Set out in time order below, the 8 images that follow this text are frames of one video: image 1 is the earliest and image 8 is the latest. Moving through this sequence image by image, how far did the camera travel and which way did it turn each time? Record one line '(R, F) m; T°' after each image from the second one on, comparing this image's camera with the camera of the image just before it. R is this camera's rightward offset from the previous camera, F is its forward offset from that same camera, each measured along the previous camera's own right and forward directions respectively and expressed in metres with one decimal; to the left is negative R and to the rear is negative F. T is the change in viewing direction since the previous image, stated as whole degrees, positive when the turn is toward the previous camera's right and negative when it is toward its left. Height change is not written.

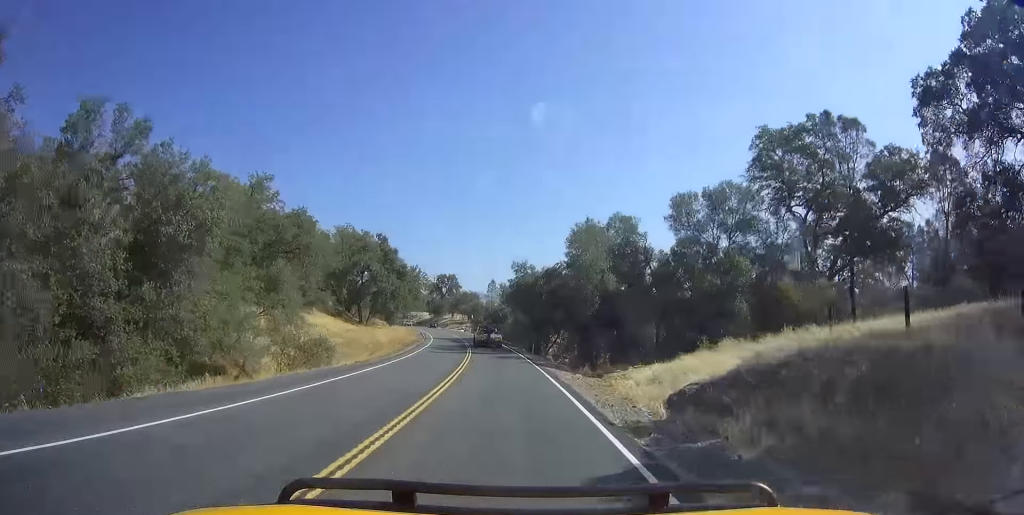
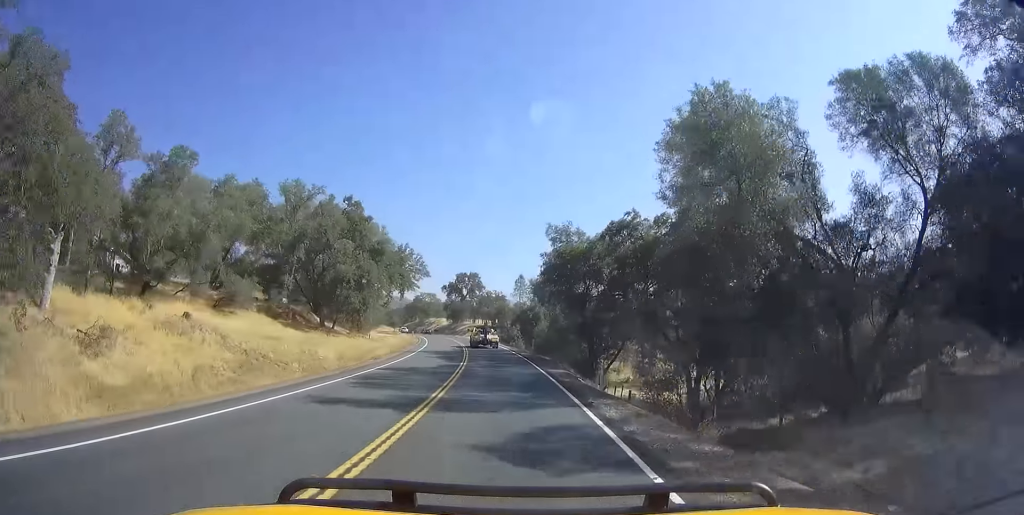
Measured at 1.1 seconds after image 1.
(-0.5, +25.5) m; -3°
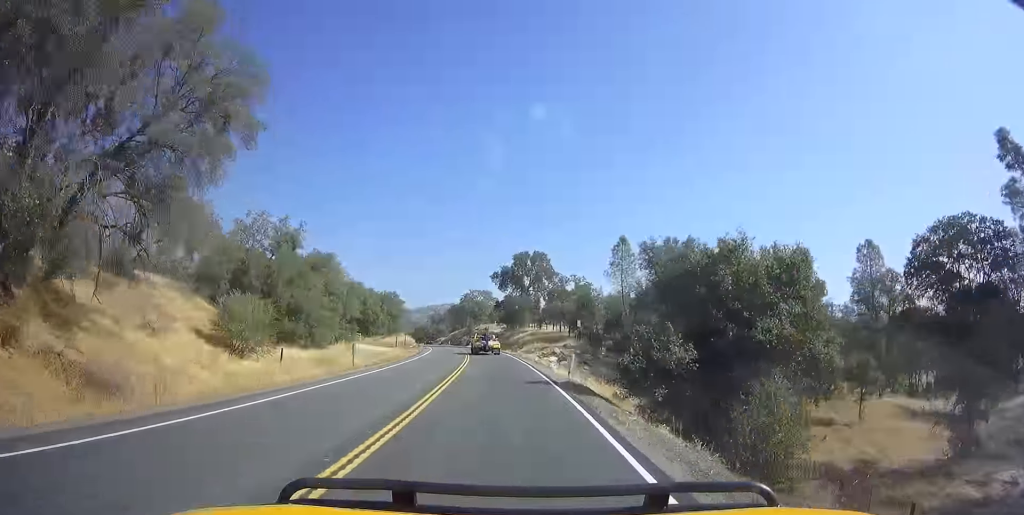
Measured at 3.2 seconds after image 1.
(-3.7, +49.9) m; -8°
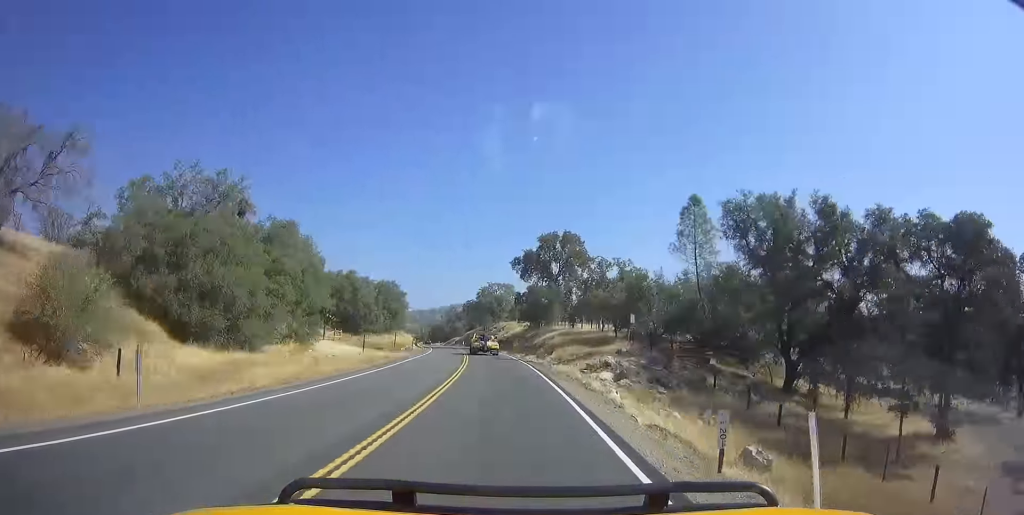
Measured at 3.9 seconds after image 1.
(-0.4, +18.1) m; -3°
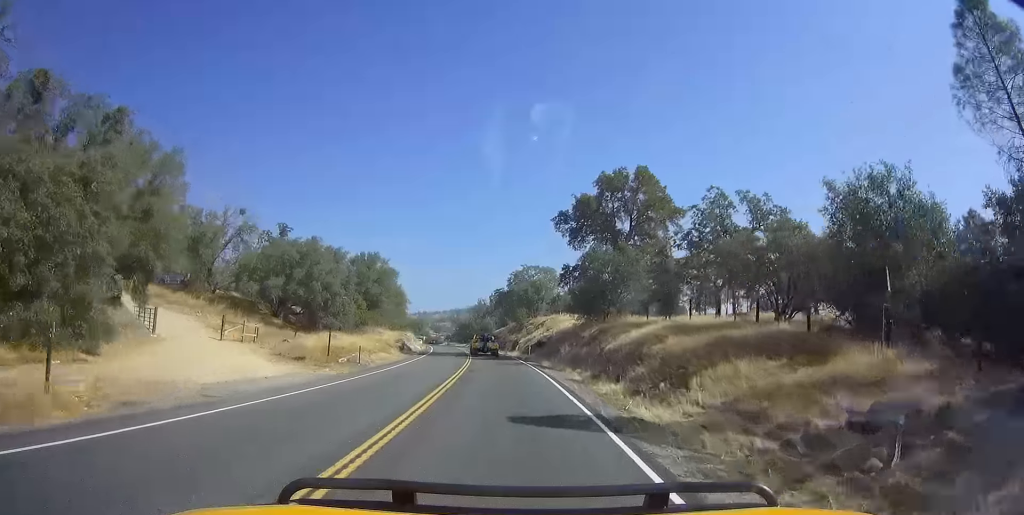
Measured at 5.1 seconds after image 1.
(-1.1, +28.0) m; -4°
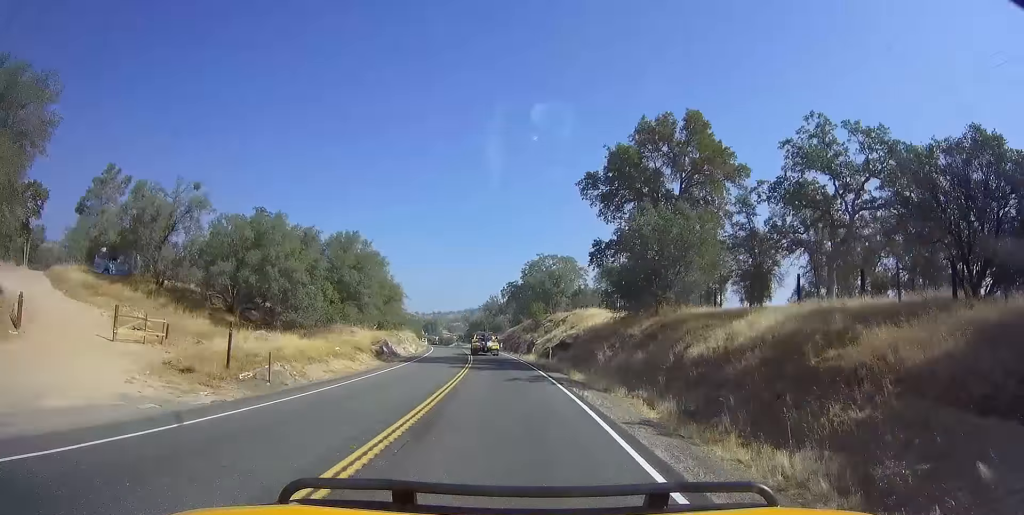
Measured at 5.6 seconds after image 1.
(0.0, +11.6) m; -2°
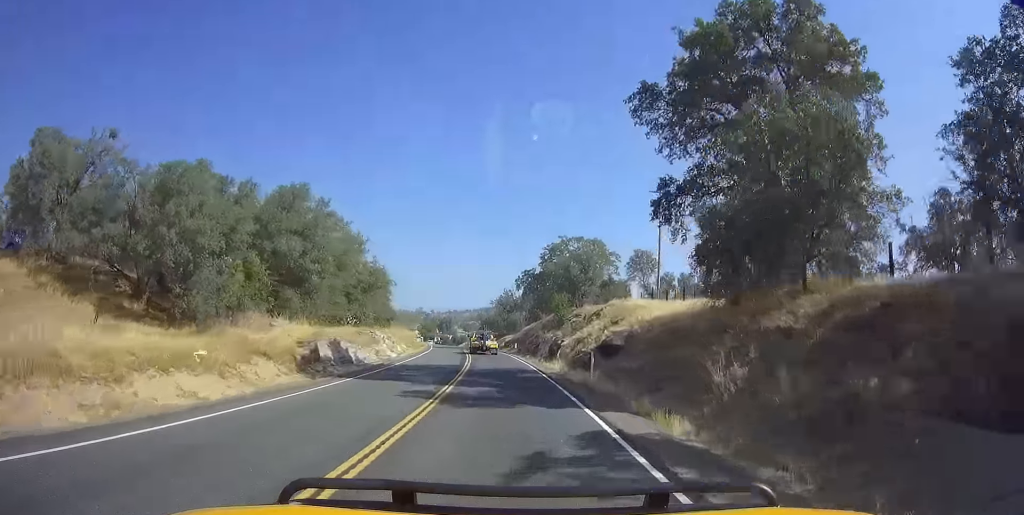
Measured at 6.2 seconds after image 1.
(-0.4, +13.9) m; -2°
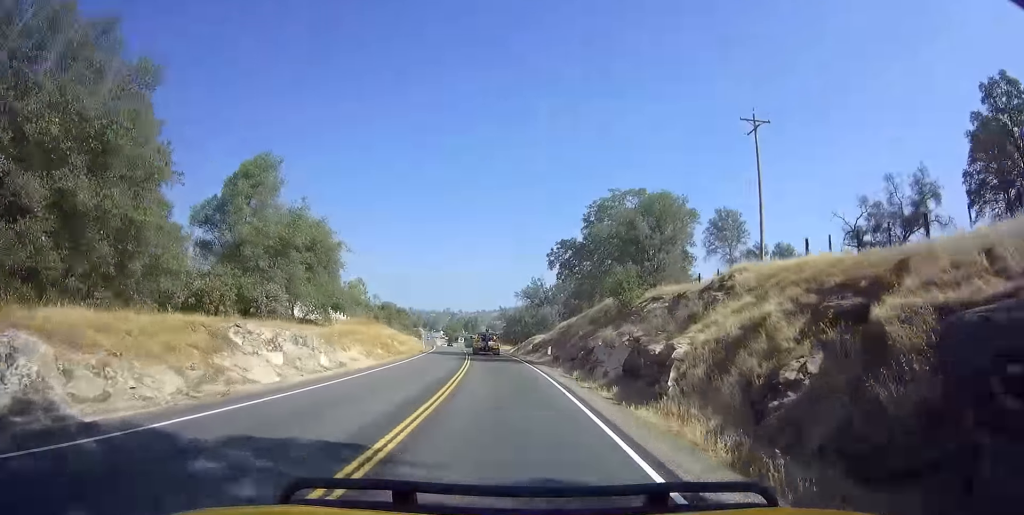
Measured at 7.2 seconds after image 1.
(-0.6, +21.7) m; -2°
